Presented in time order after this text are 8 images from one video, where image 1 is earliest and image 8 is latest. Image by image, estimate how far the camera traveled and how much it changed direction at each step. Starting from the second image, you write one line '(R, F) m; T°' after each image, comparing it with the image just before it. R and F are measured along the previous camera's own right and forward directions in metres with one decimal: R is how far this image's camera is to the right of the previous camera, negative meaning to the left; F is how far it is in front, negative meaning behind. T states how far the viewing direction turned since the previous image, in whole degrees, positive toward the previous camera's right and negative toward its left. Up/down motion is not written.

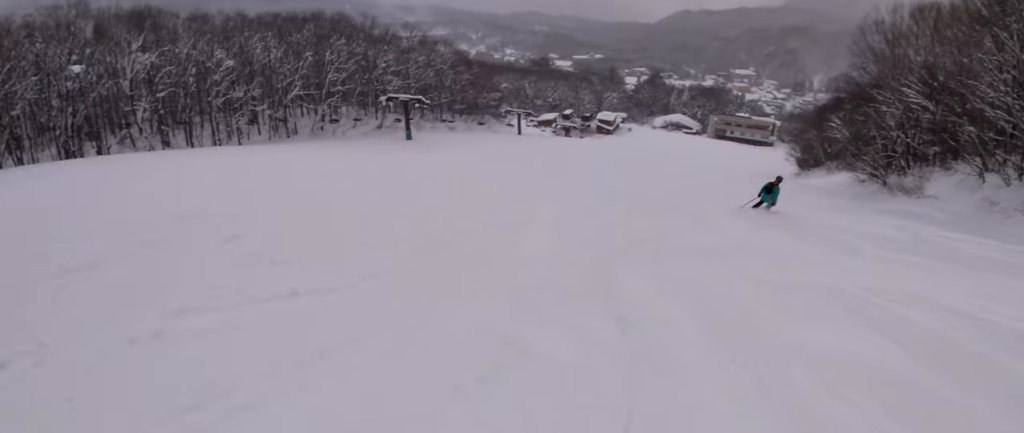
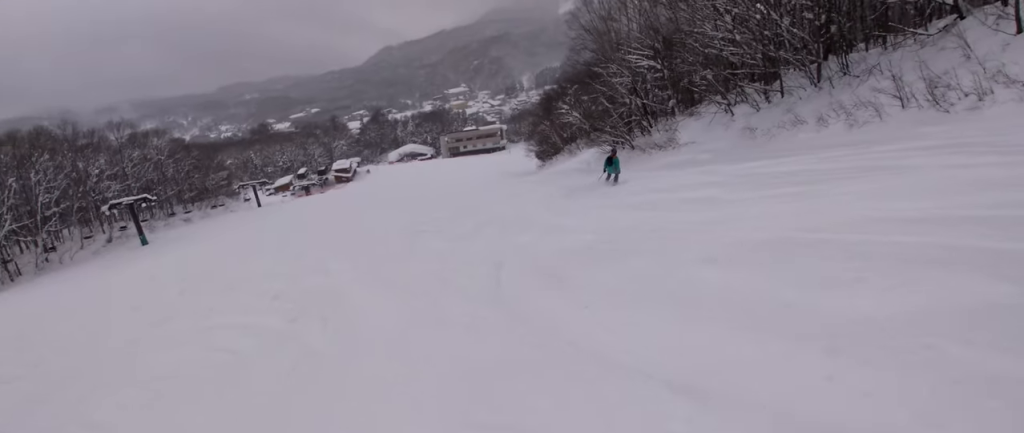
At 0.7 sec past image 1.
(+0.9, +2.2) m; +30°
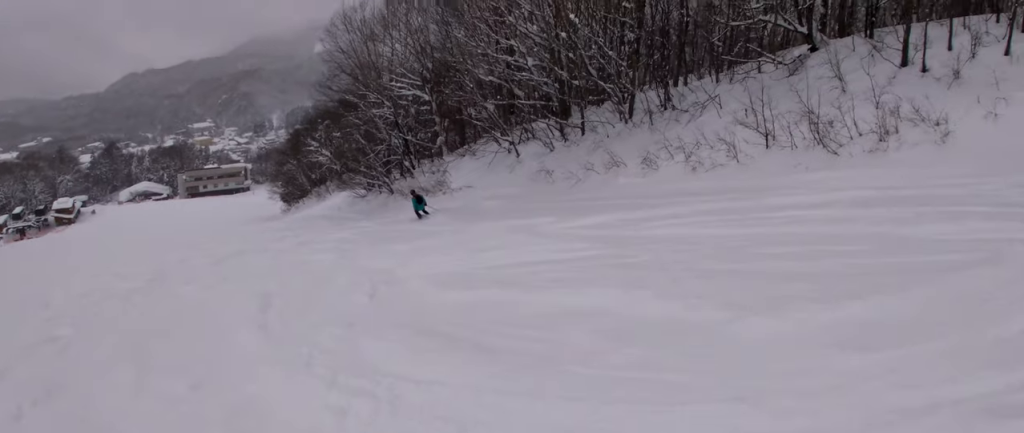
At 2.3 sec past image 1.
(+2.5, +5.8) m; +25°
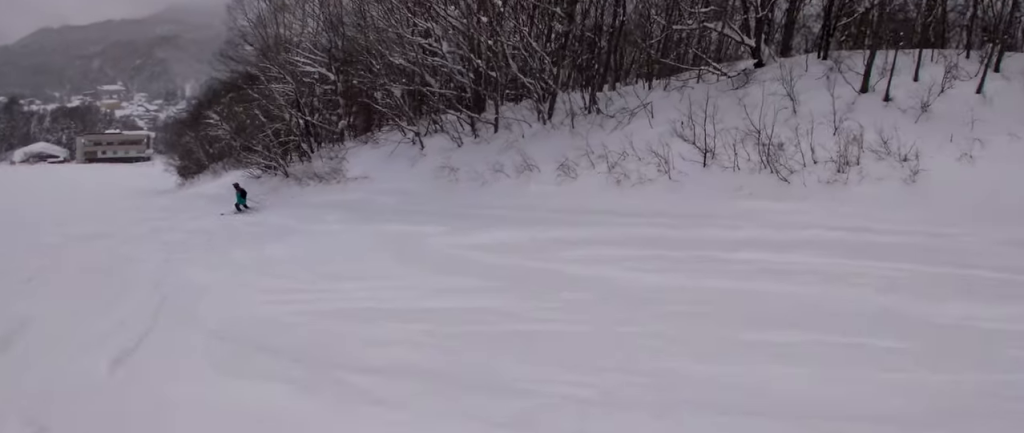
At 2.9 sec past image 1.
(+0.6, +2.5) m; -9°
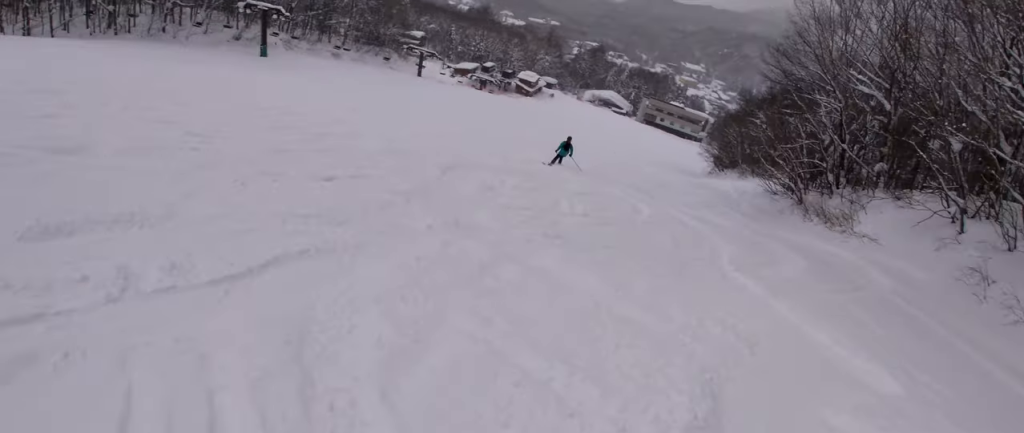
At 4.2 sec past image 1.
(-2.3, +5.0) m; -39°
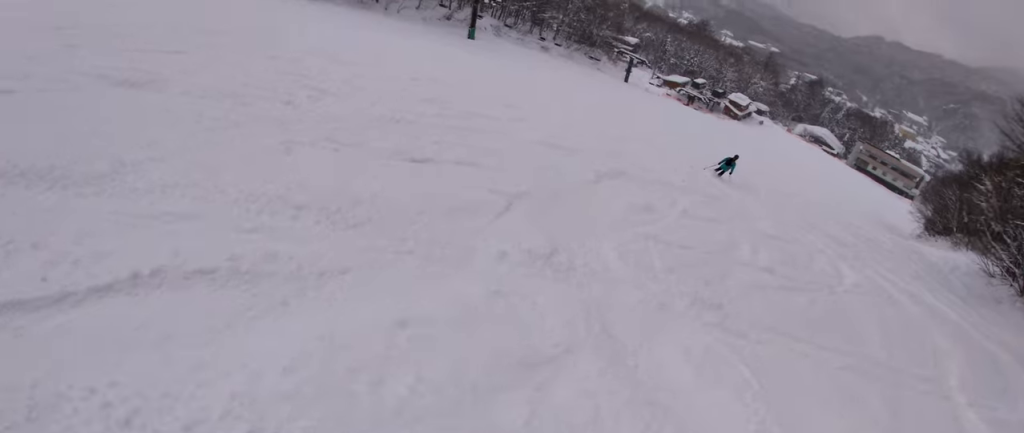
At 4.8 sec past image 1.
(-0.1, +2.7) m; -19°
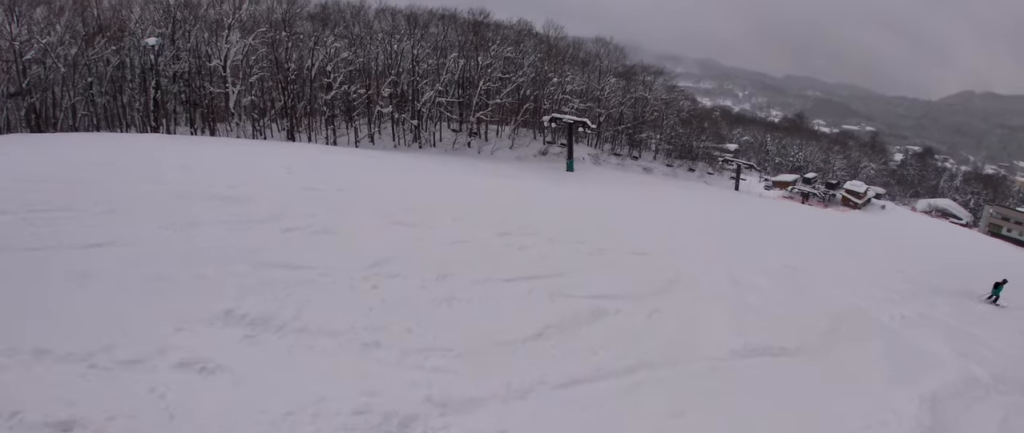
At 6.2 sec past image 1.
(-2.1, +6.9) m; -15°
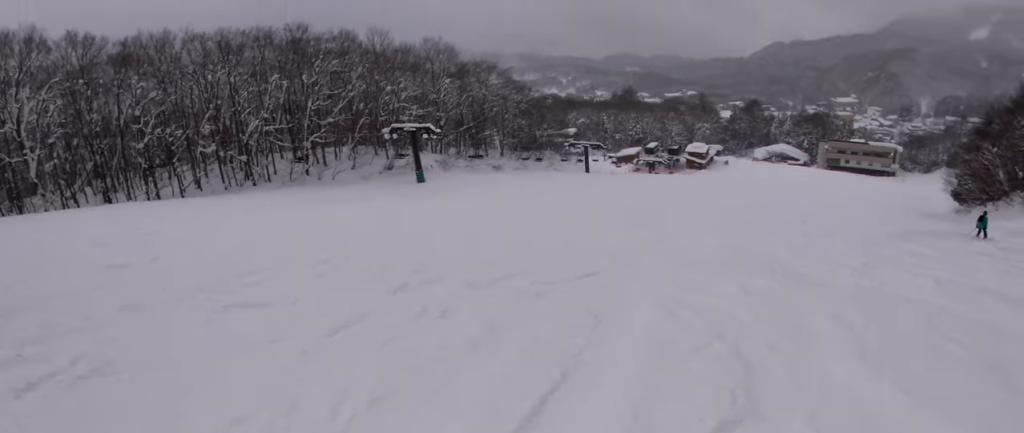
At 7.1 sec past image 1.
(+0.2, +4.9) m; +13°
